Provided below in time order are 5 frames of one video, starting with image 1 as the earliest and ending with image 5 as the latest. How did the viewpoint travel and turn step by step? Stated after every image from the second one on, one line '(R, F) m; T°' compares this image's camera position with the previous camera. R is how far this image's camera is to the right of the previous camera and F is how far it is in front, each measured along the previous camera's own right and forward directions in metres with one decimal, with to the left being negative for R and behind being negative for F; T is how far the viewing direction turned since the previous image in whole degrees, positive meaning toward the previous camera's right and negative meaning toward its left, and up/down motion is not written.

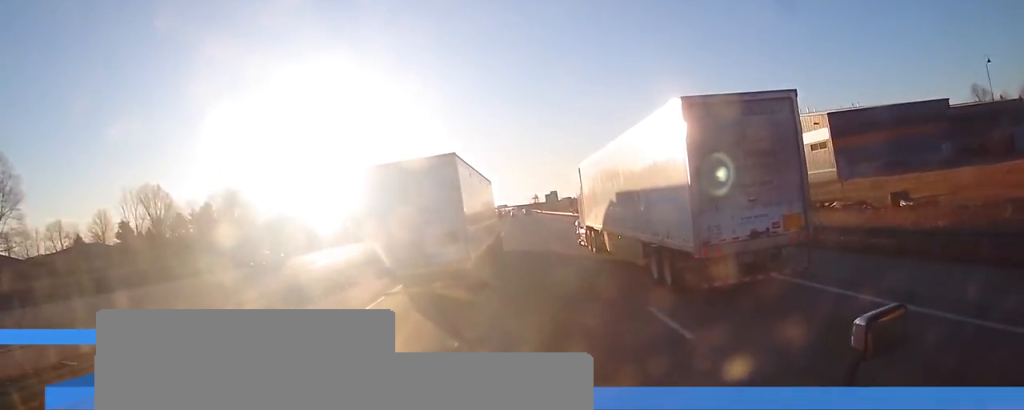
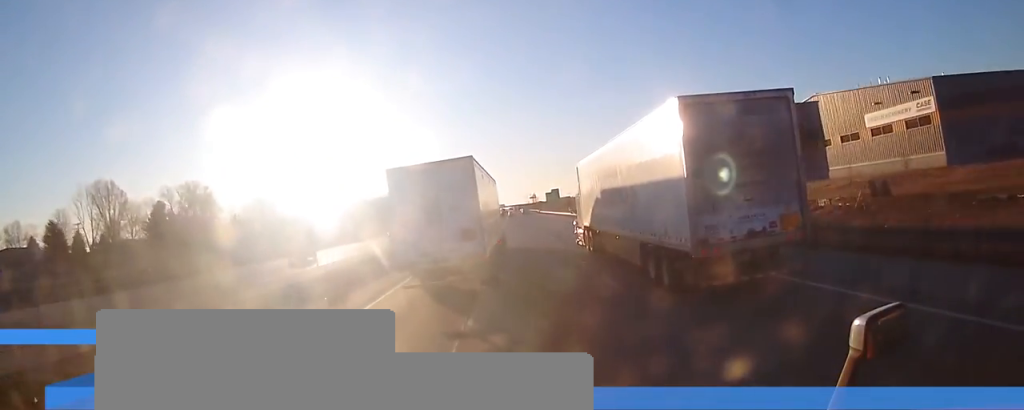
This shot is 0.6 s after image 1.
(0.0, +17.8) m; 0°
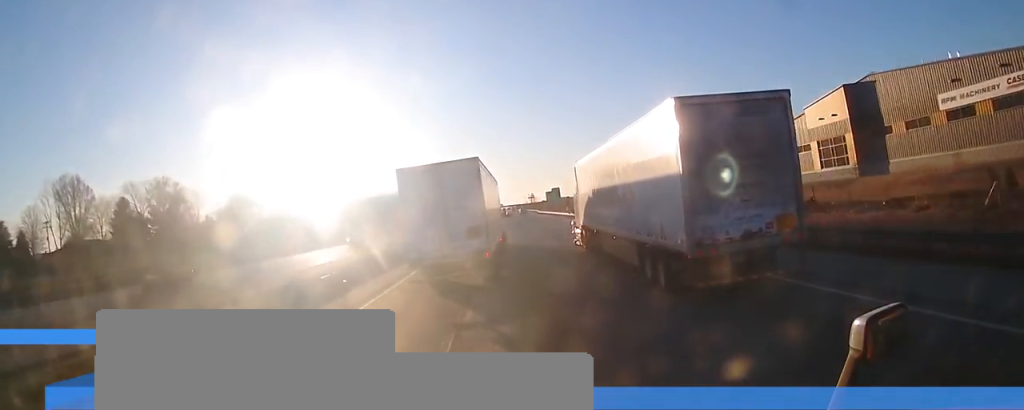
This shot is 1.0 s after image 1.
(0.0, +12.0) m; 0°
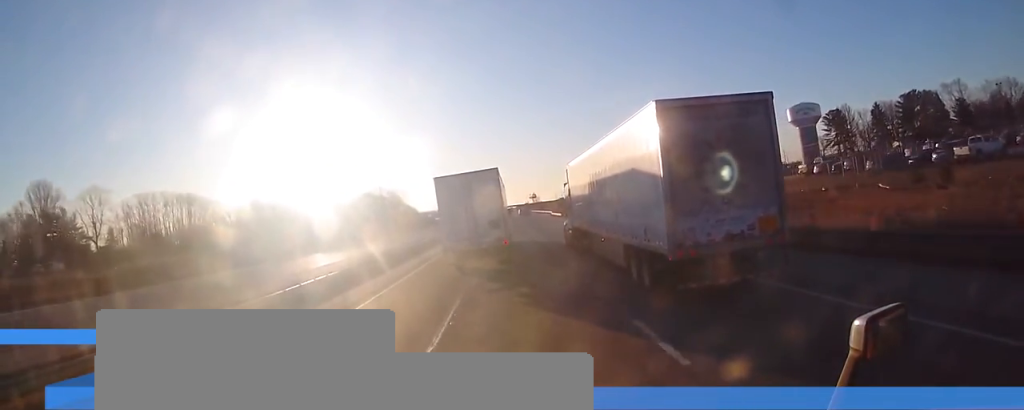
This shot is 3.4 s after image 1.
(-0.4, +67.1) m; 0°
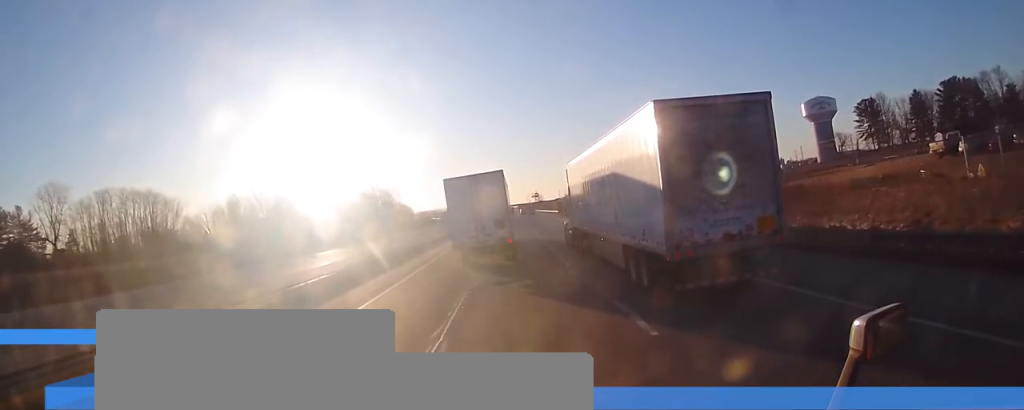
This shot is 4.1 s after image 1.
(+0.1, +22.6) m; 0°
